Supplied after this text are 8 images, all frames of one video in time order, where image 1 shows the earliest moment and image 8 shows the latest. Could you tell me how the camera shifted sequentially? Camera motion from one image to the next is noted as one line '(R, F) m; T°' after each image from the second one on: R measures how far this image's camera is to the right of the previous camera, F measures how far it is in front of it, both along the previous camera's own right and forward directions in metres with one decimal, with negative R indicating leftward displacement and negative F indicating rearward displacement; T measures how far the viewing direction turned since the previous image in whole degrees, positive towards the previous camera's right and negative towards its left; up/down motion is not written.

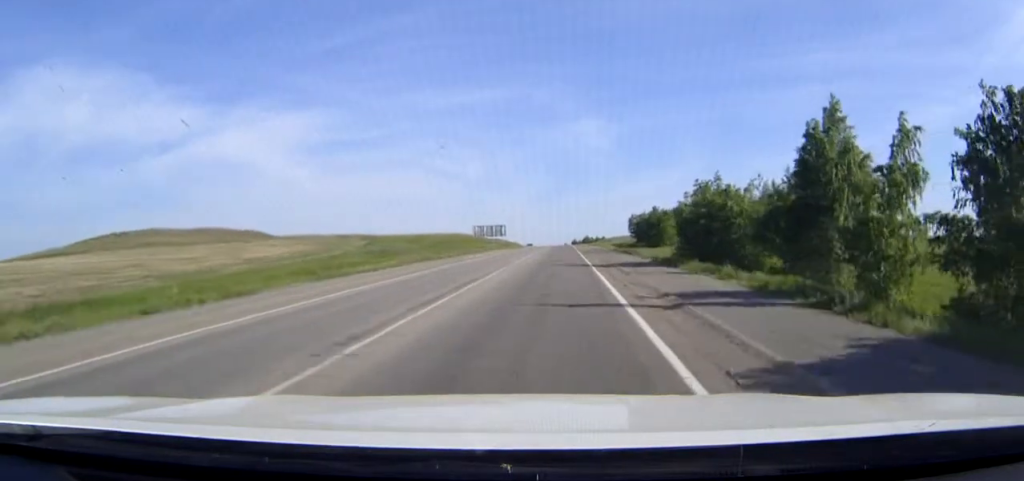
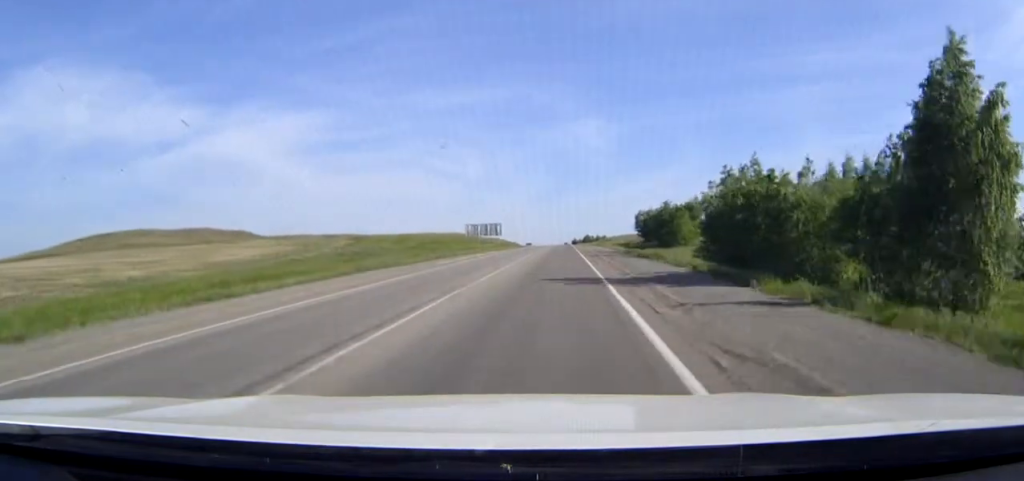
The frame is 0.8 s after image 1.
(0.0, +12.7) m; 0°
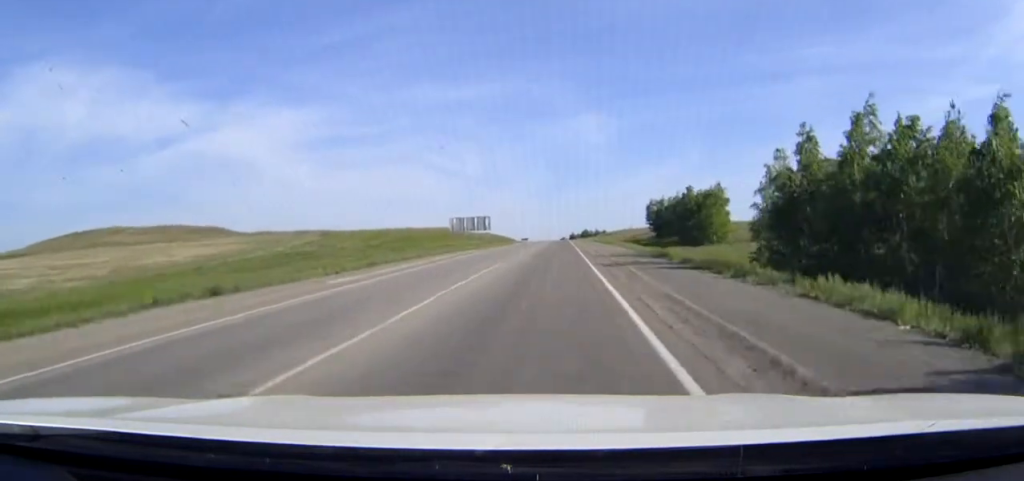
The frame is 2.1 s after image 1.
(0.0, +20.2) m; 0°
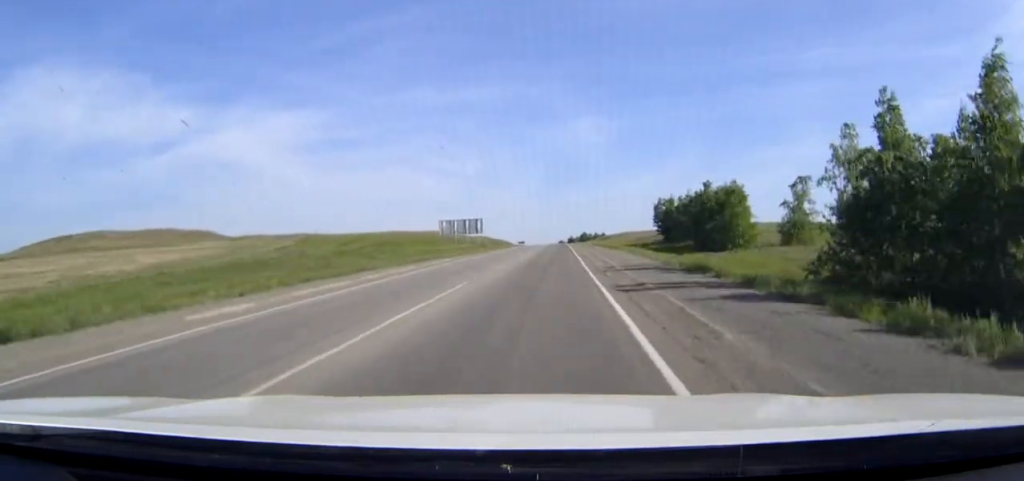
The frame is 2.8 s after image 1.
(0.0, +10.9) m; 0°
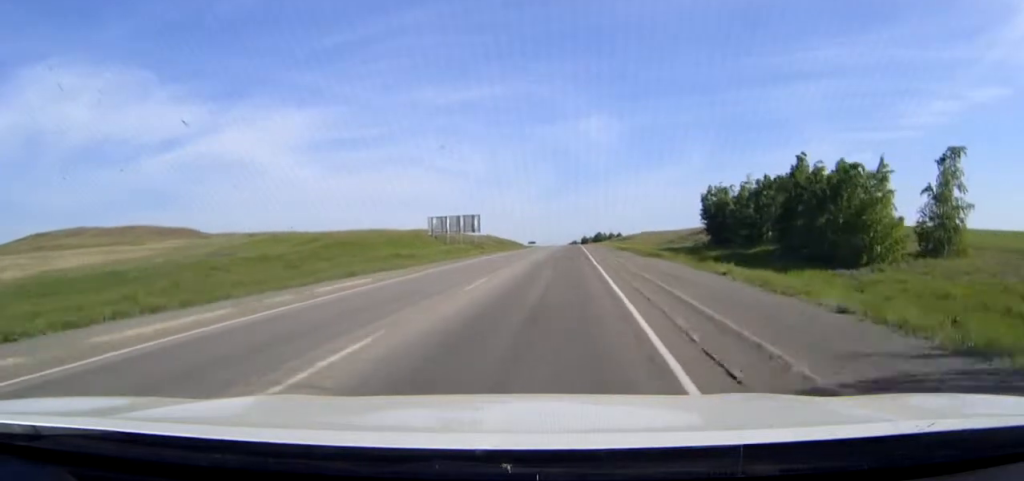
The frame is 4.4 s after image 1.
(-0.2, +24.5) m; -1°
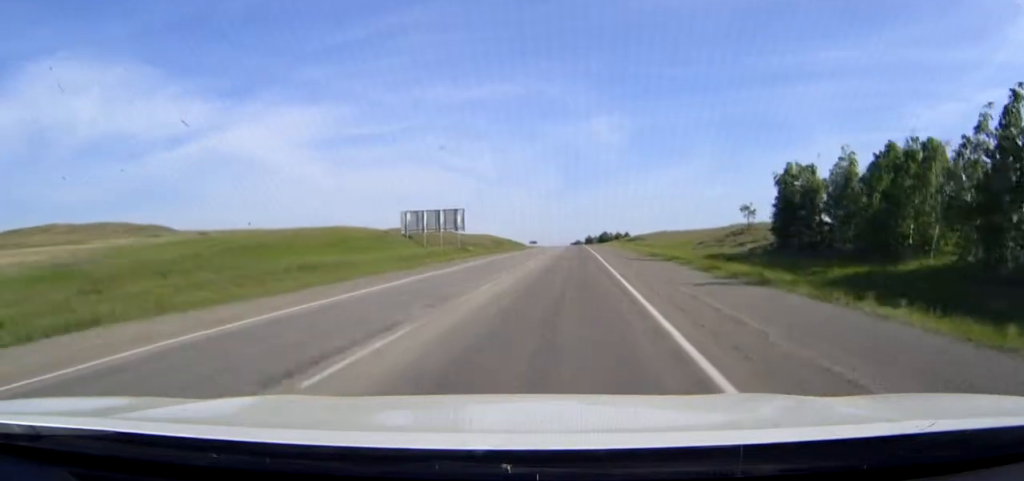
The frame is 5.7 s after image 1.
(-0.1, +22.8) m; 0°
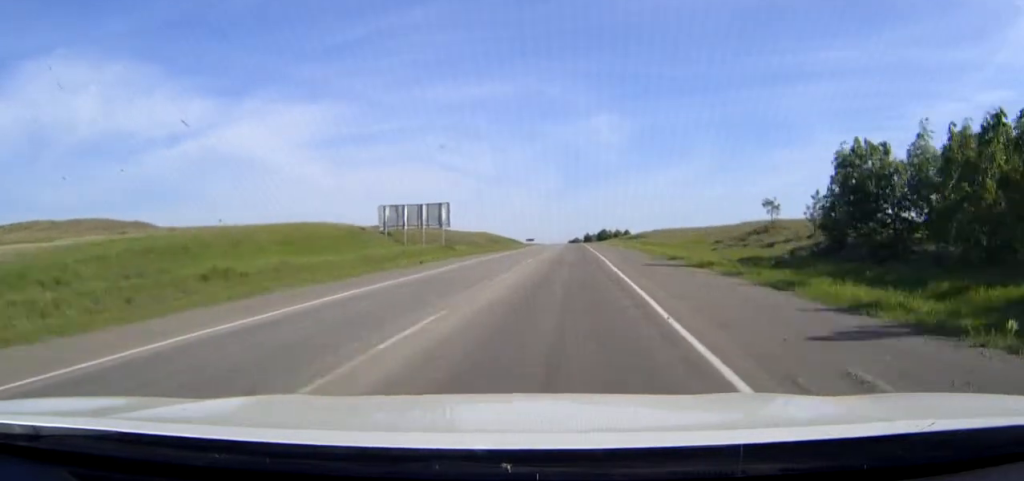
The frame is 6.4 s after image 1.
(0.0, +10.9) m; 0°
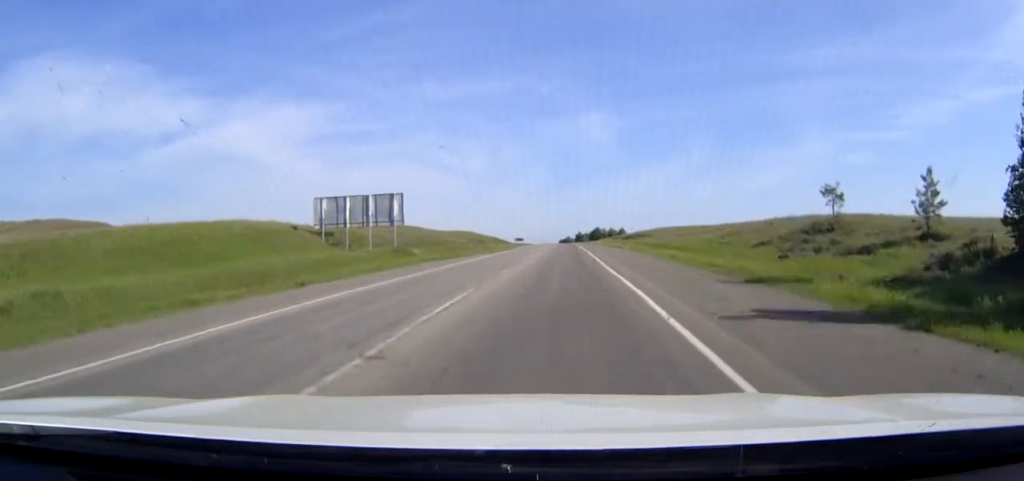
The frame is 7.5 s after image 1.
(+0.1, +20.6) m; 0°
